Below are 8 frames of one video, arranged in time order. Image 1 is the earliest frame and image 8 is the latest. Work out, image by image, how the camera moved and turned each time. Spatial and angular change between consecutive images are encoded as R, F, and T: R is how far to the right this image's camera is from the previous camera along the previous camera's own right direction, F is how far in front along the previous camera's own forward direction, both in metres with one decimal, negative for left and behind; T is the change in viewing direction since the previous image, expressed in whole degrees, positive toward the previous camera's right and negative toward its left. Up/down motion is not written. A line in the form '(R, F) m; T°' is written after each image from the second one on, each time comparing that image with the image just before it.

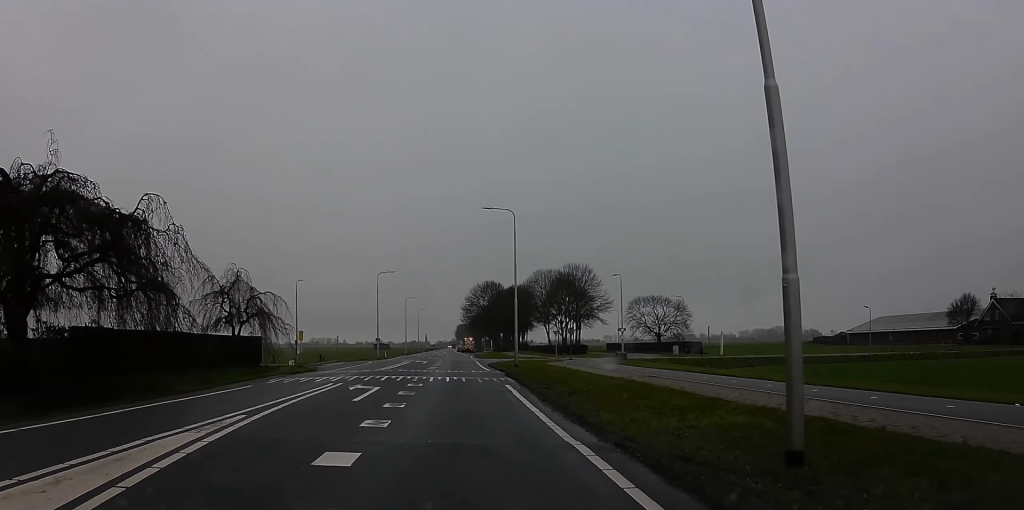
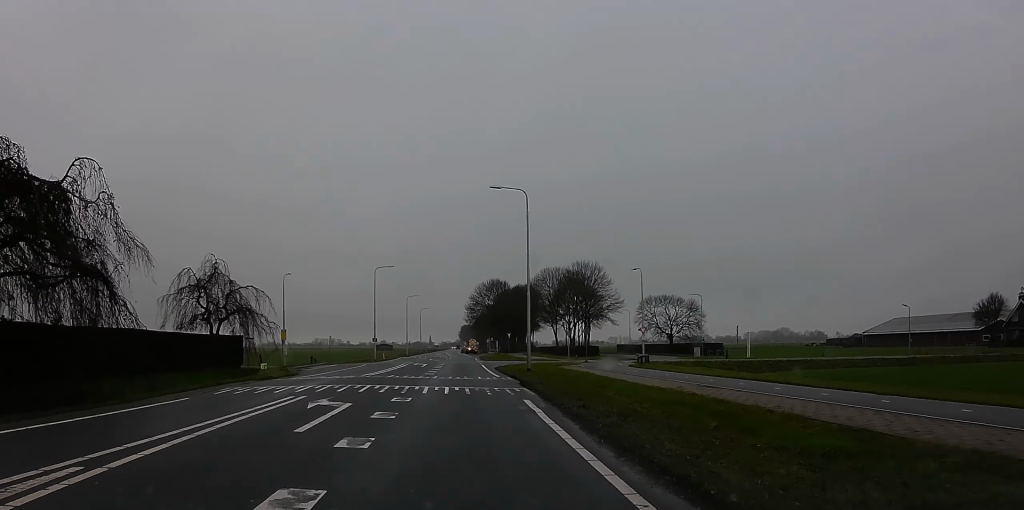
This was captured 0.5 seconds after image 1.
(0.0, +6.5) m; 0°
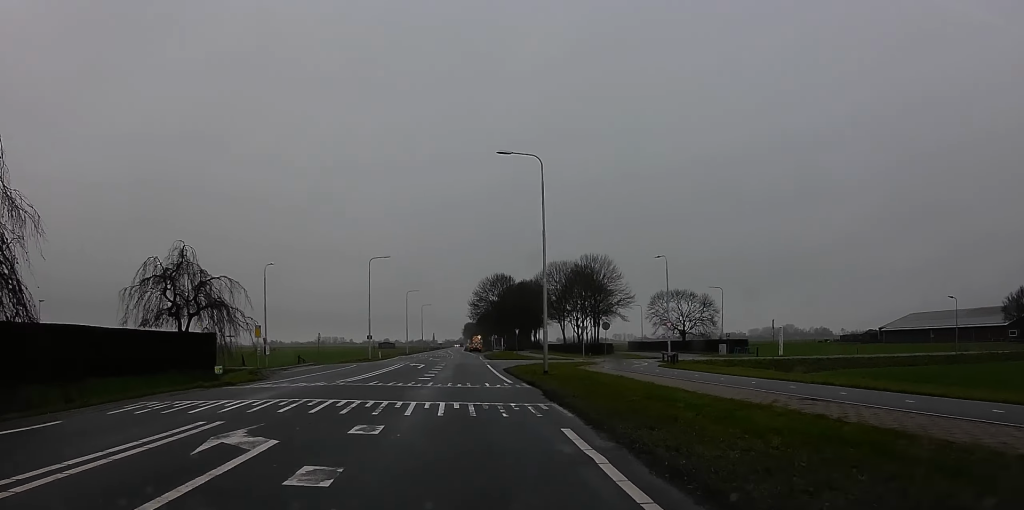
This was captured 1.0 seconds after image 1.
(0.0, +6.5) m; 0°
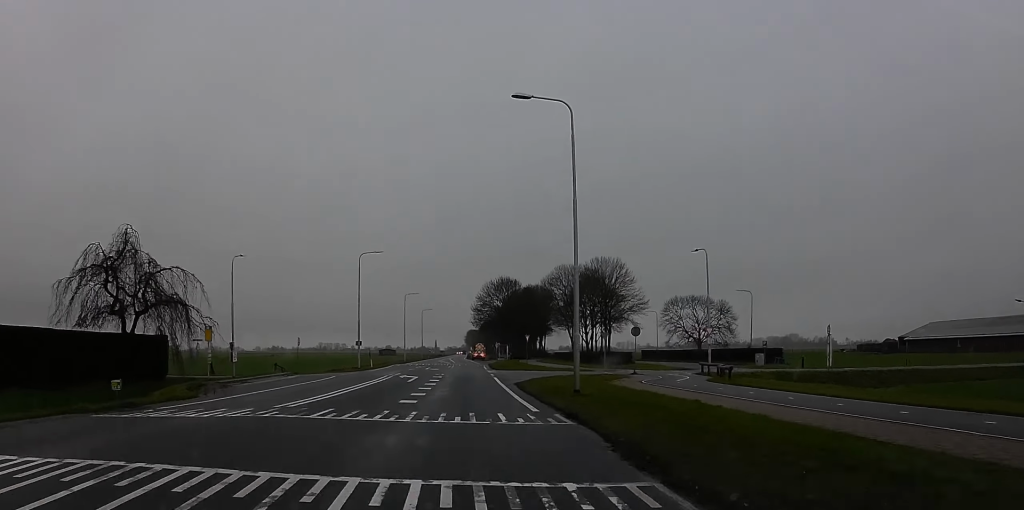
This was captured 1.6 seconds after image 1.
(0.0, +8.7) m; 0°
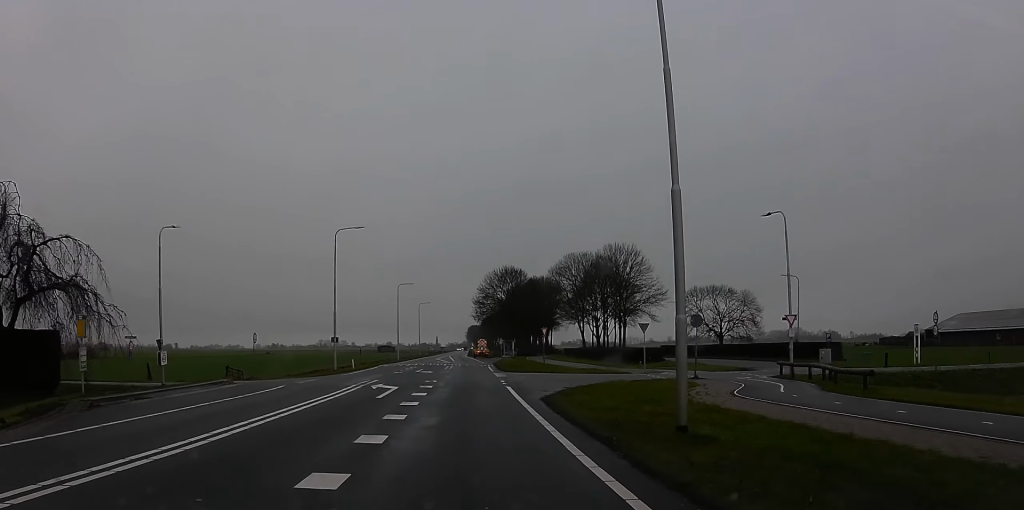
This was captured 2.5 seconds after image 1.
(0.0, +12.1) m; 0°
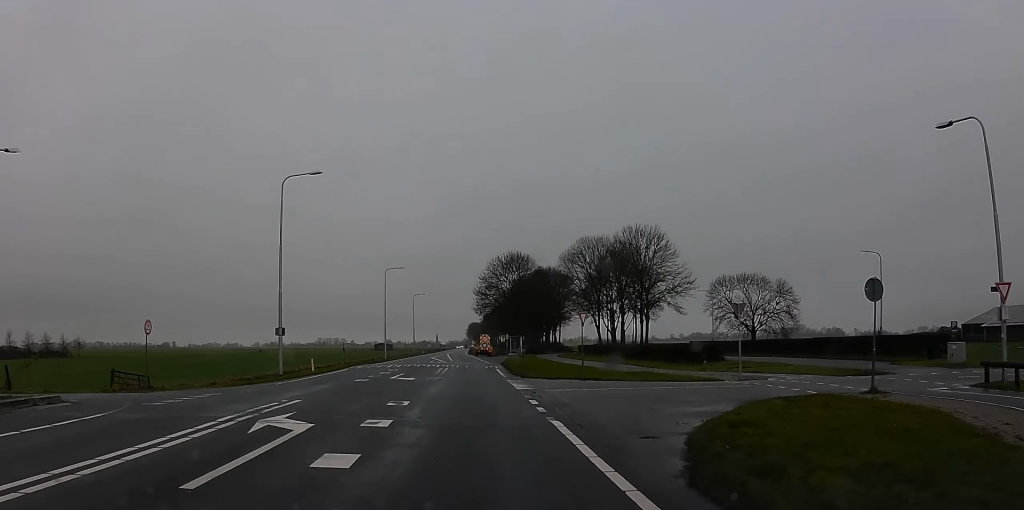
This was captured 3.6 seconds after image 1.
(0.0, +15.1) m; -3°
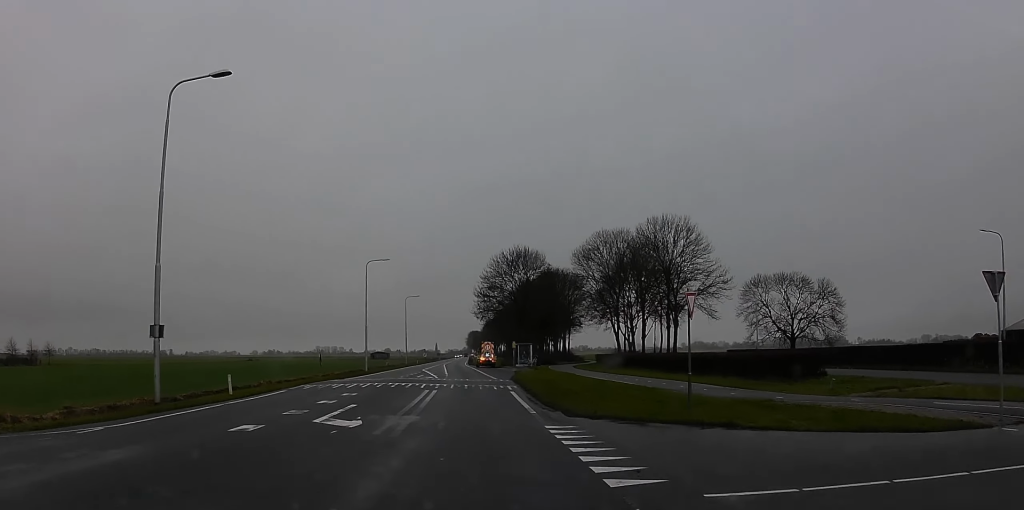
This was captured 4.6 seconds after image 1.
(-0.6, +15.4) m; -2°
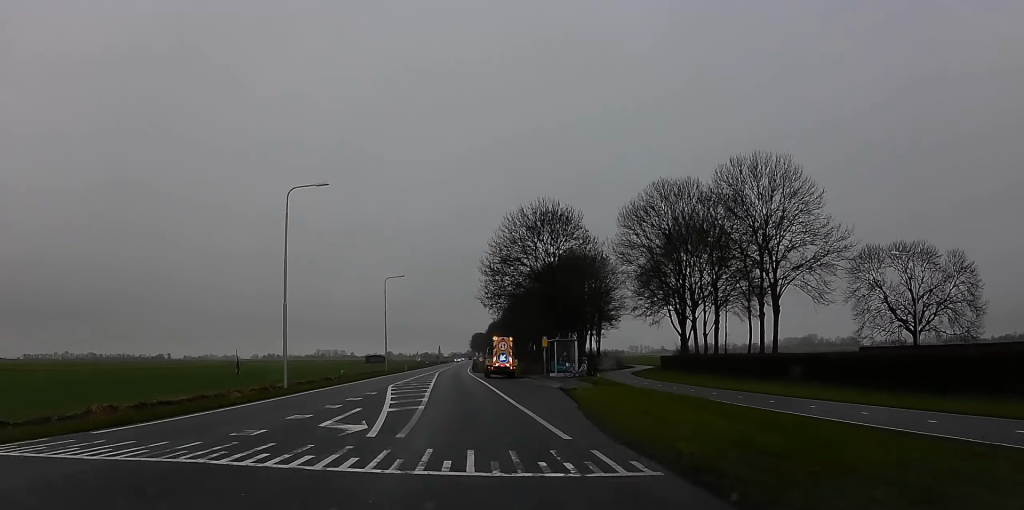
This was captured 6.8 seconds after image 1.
(+1.3, +30.0) m; +5°
